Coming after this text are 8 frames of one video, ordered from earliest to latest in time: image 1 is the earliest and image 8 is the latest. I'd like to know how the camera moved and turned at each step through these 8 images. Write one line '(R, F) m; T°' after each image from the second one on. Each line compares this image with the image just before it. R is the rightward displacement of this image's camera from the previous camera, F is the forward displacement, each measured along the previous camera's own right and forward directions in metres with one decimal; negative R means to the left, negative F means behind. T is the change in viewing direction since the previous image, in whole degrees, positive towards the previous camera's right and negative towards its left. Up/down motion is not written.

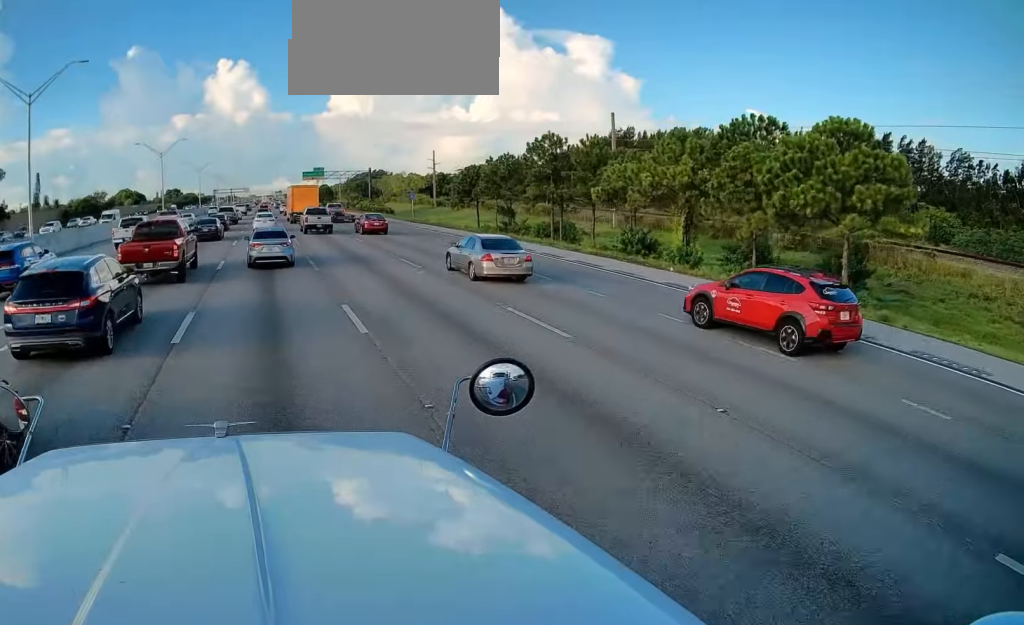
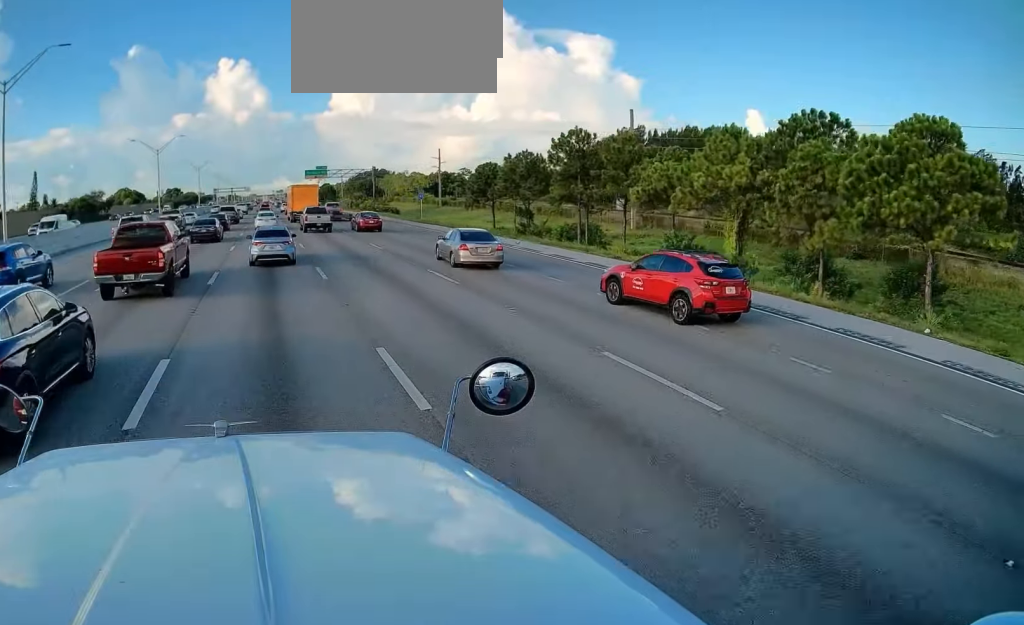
(0.0, +4.9) m; 0°
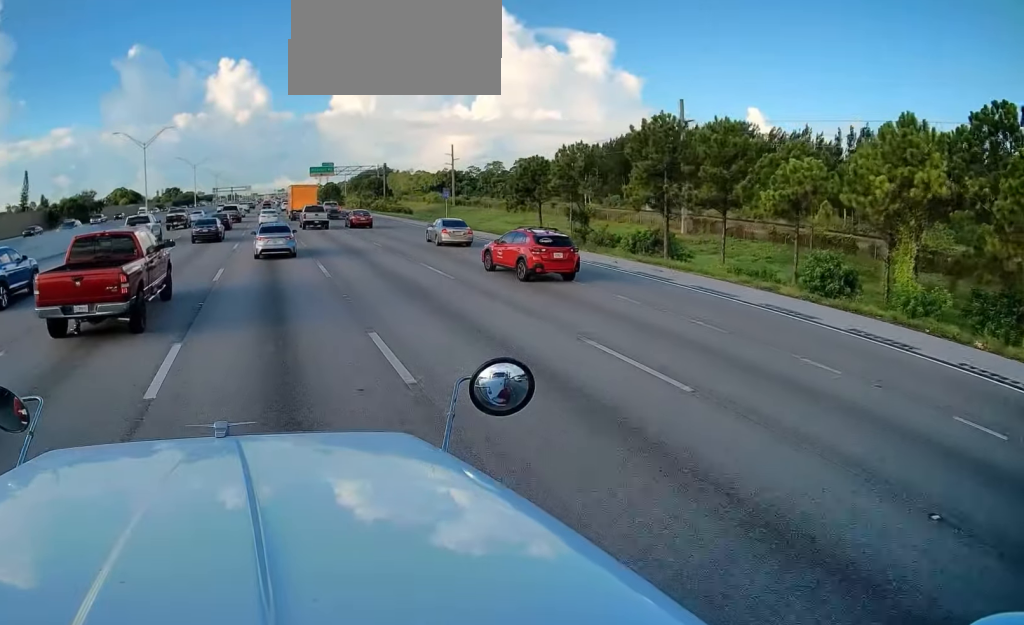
(0.0, +12.7) m; +1°
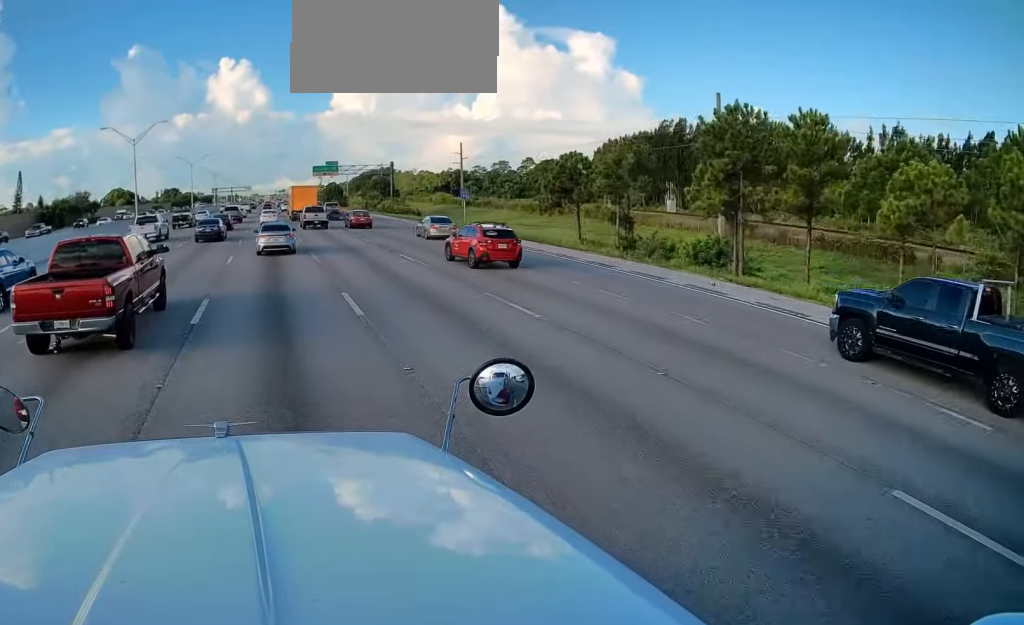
(+0.2, +7.1) m; +1°
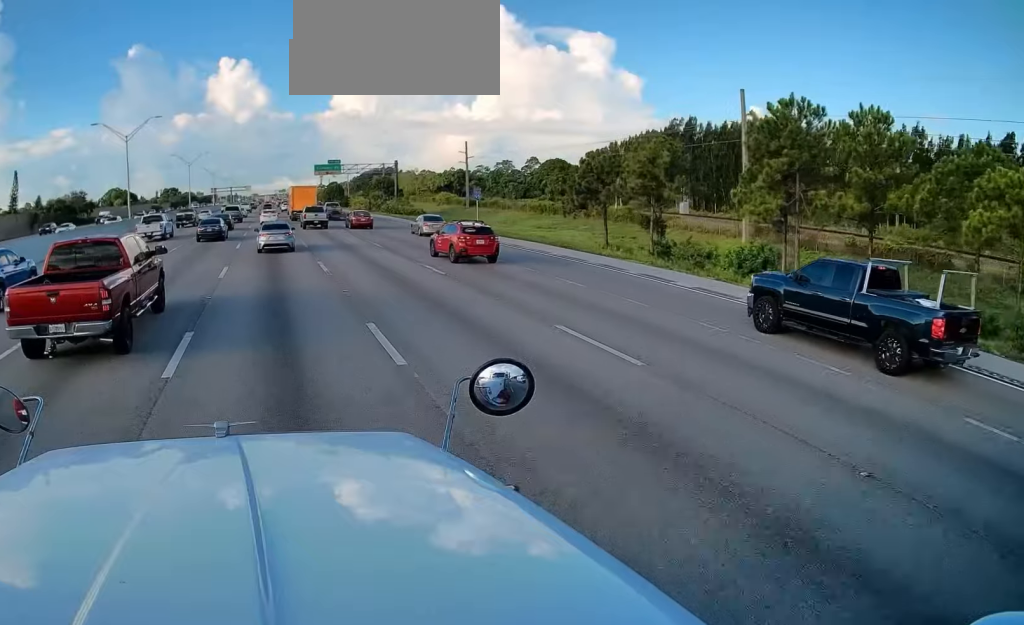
(0.0, +4.2) m; -1°
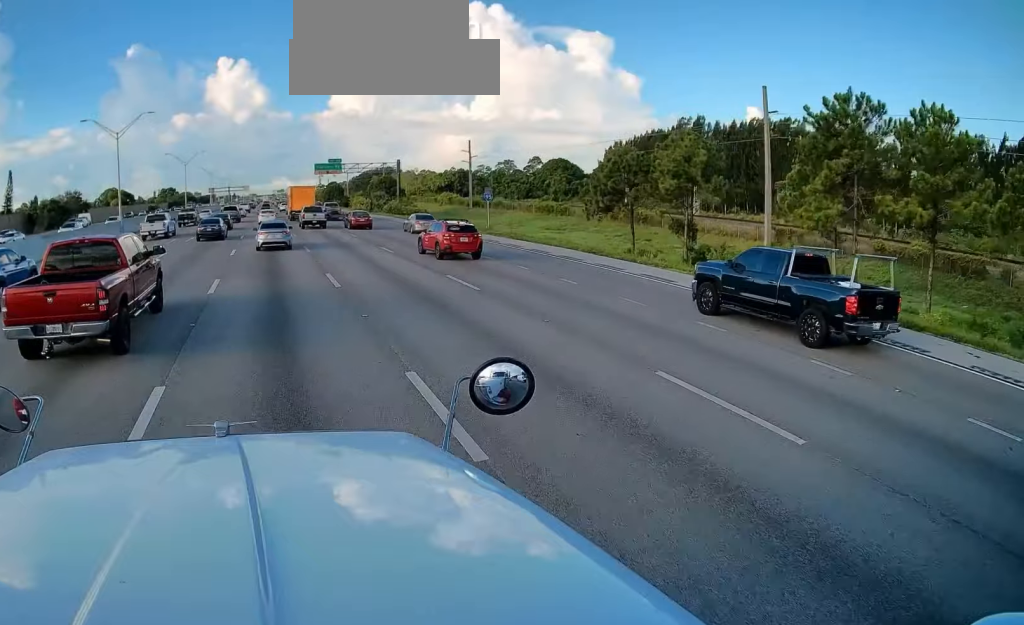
(0.0, +3.5) m; -1°
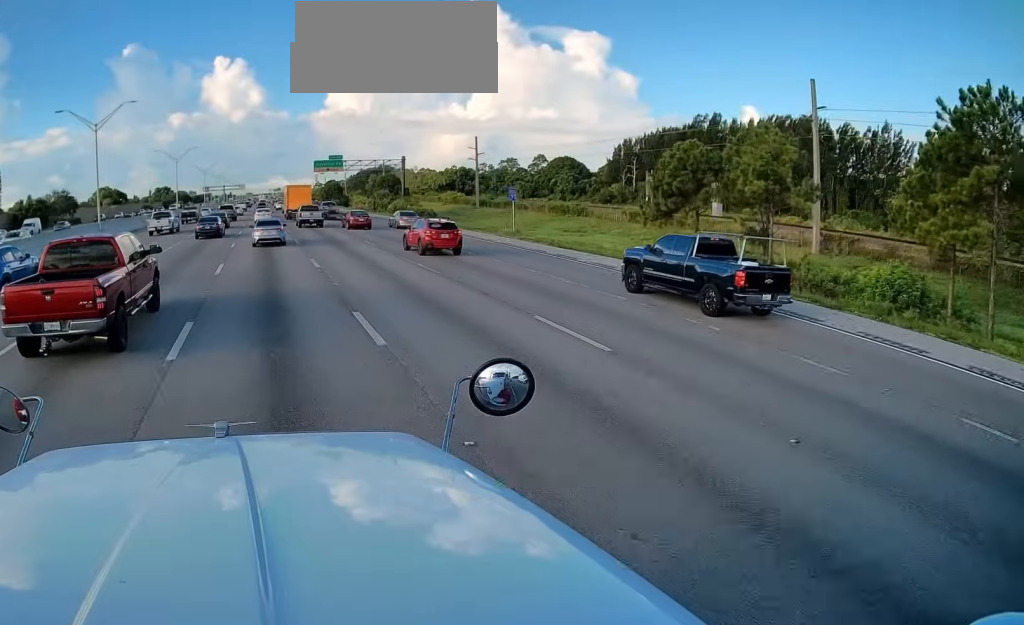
(-0.2, +8.8) m; 0°
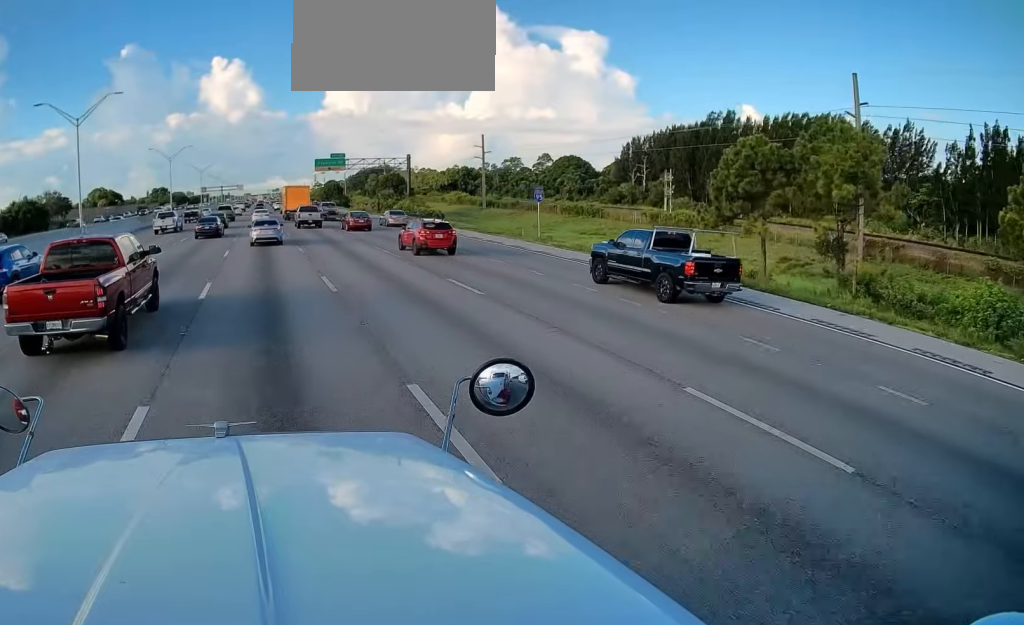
(+0.1, +5.9) m; +1°
